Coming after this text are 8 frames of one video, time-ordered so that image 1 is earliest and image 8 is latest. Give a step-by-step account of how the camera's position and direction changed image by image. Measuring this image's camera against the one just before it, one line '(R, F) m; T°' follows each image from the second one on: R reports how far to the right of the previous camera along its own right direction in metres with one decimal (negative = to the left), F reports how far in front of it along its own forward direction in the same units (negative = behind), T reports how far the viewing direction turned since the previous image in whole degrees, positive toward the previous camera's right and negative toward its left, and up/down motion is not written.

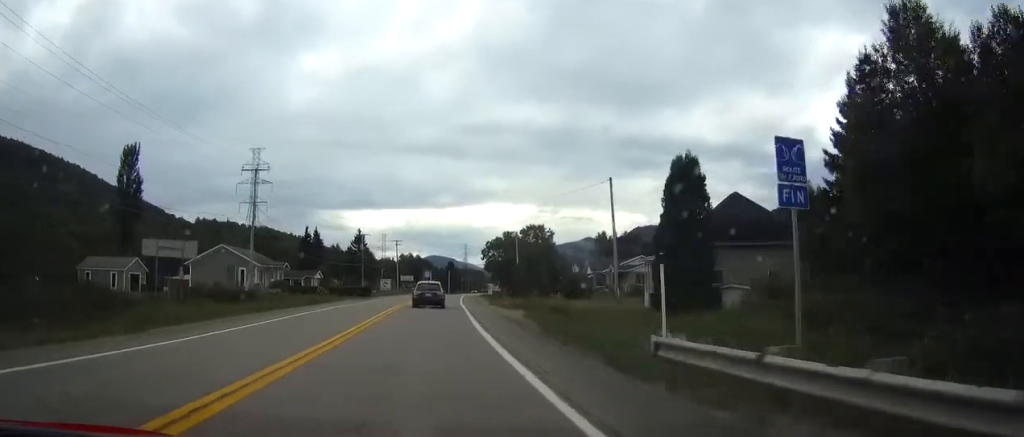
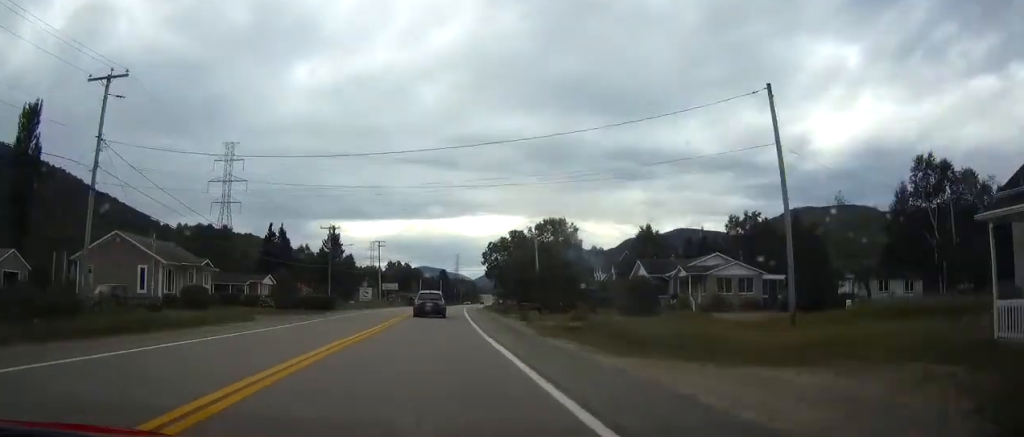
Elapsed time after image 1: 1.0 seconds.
(0.0, +26.2) m; +1°
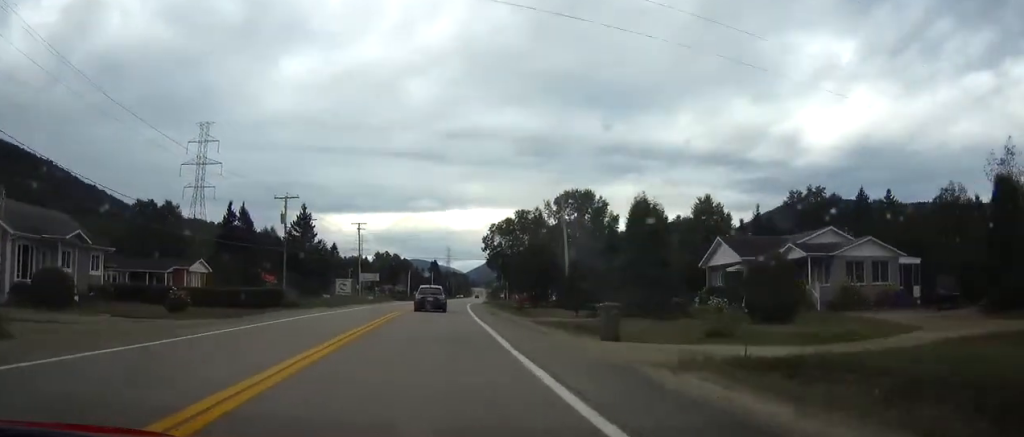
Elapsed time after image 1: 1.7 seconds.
(+0.2, +20.7) m; +1°
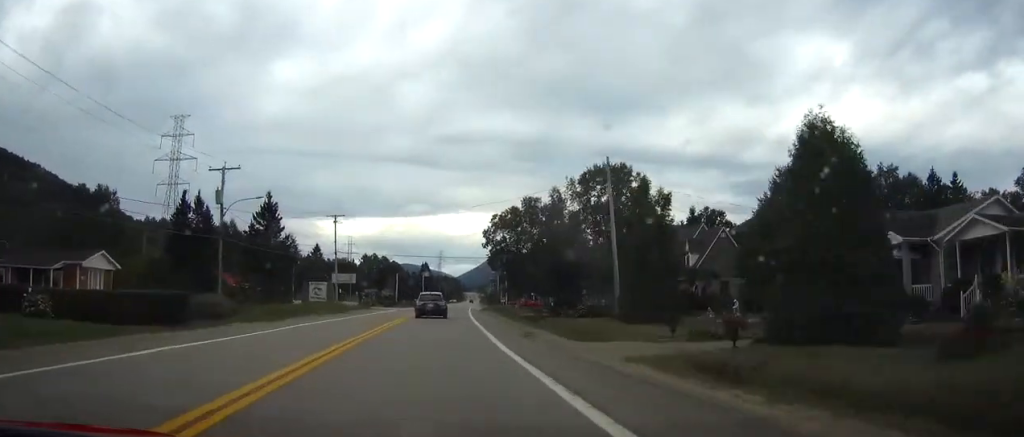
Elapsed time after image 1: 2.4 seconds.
(+0.1, +17.0) m; +1°
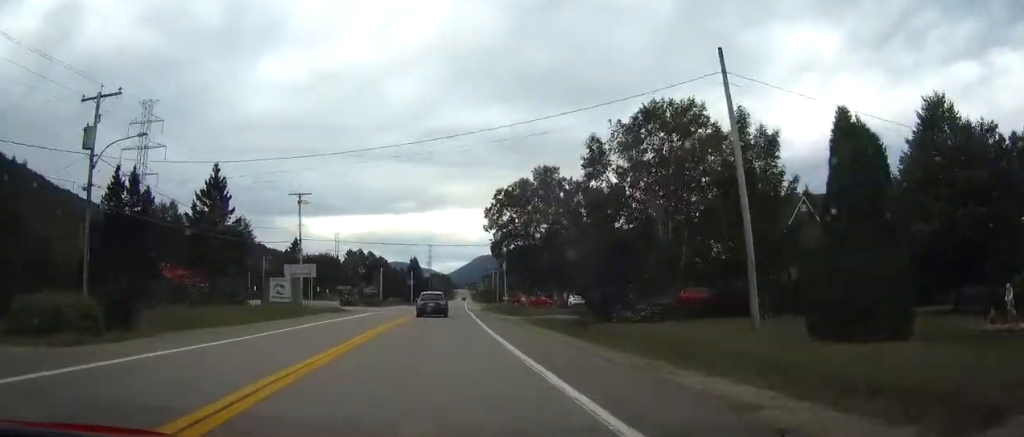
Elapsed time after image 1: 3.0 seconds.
(0.0, +17.8) m; +1°
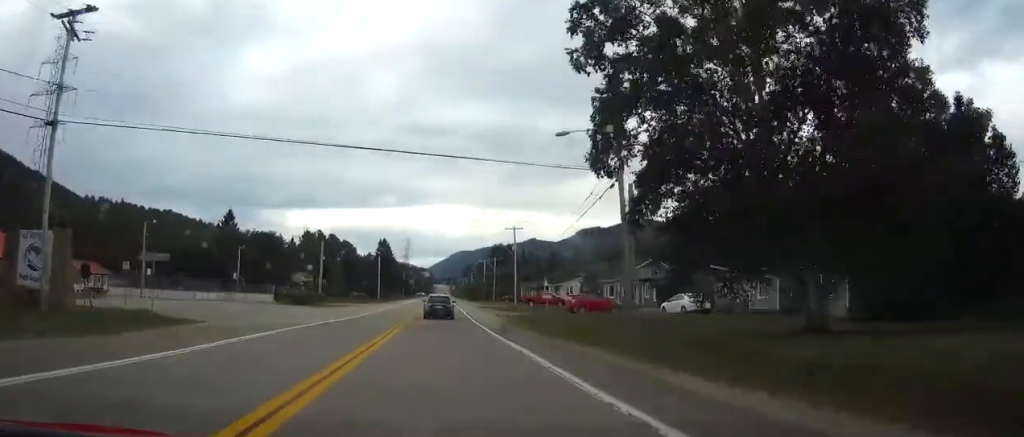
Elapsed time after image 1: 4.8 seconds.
(+1.0, +46.9) m; +2°
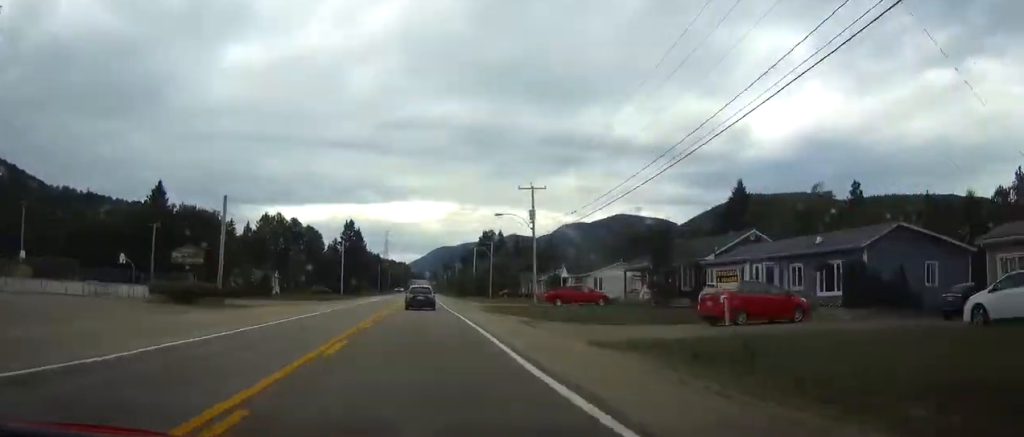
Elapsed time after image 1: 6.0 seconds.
(+0.5, +30.8) m; +1°
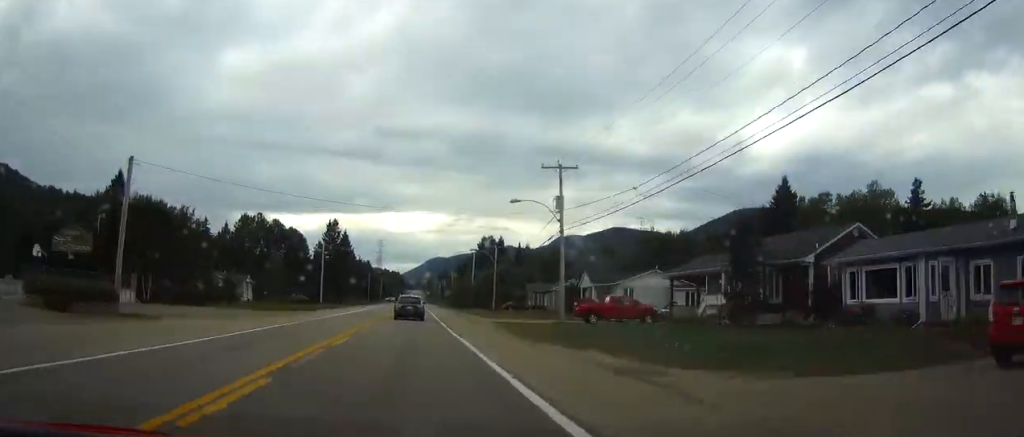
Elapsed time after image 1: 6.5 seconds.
(+0.1, +15.0) m; 0°
